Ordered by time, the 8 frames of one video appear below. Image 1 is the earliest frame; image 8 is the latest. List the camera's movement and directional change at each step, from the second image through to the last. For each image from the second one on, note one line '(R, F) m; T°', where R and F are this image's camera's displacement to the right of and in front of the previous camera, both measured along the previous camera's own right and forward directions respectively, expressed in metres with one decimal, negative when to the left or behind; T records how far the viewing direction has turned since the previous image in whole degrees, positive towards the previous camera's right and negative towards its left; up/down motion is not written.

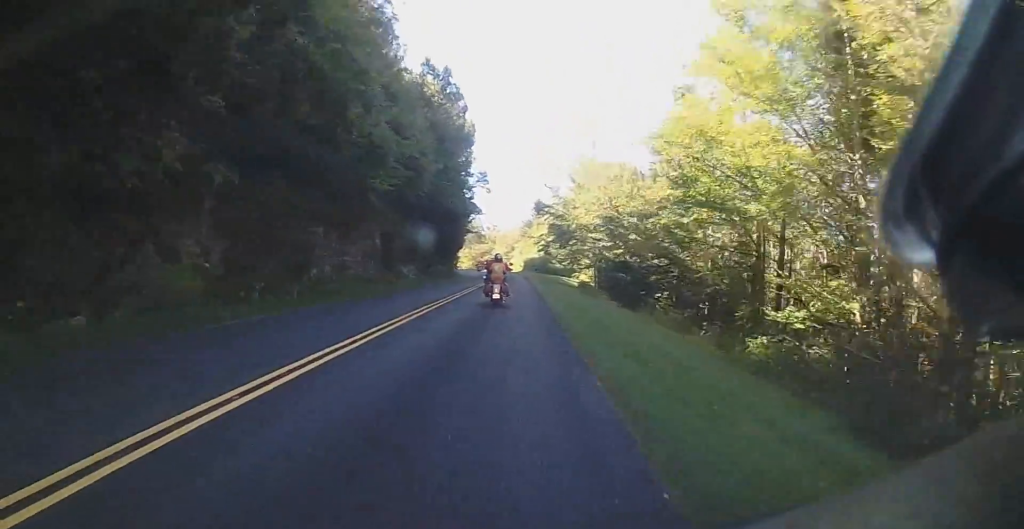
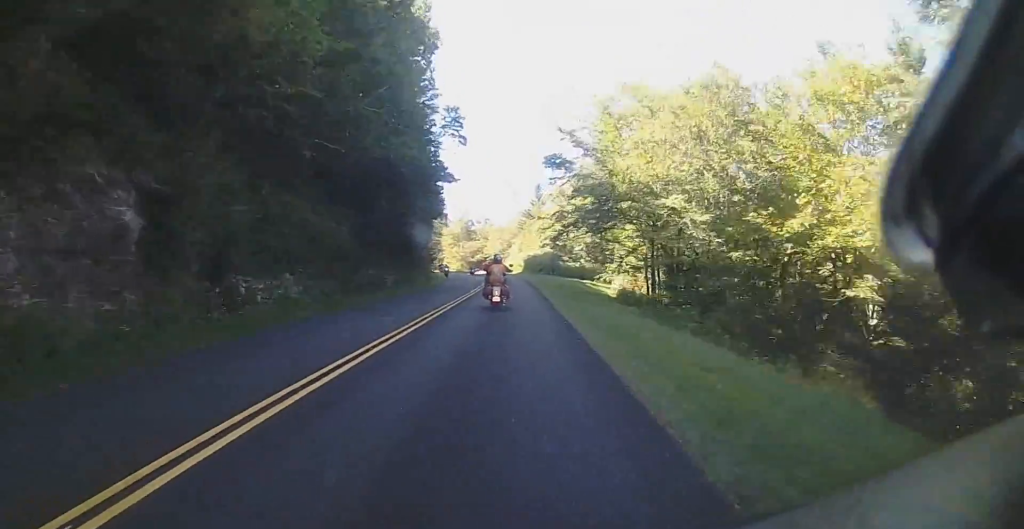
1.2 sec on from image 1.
(-0.1, +20.9) m; 0°
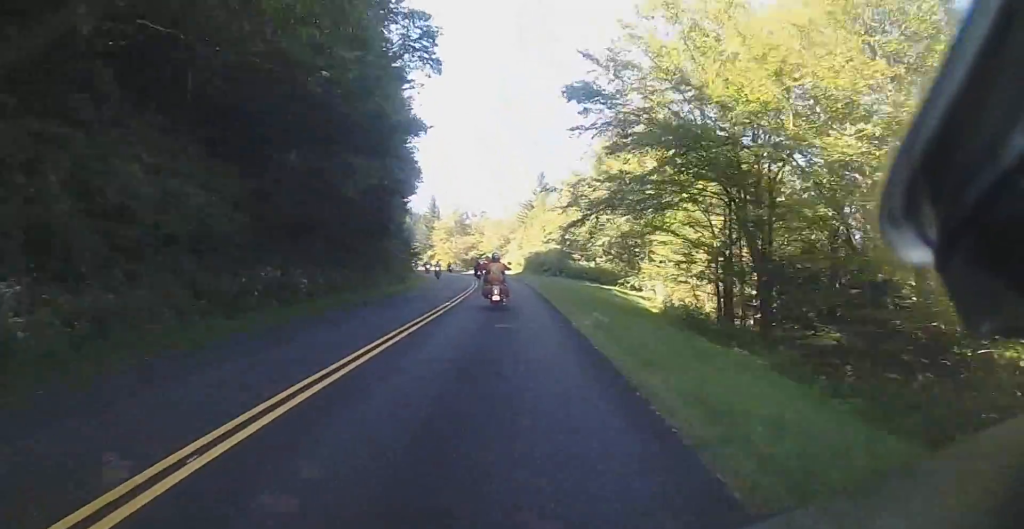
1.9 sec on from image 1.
(0.0, +11.4) m; 0°
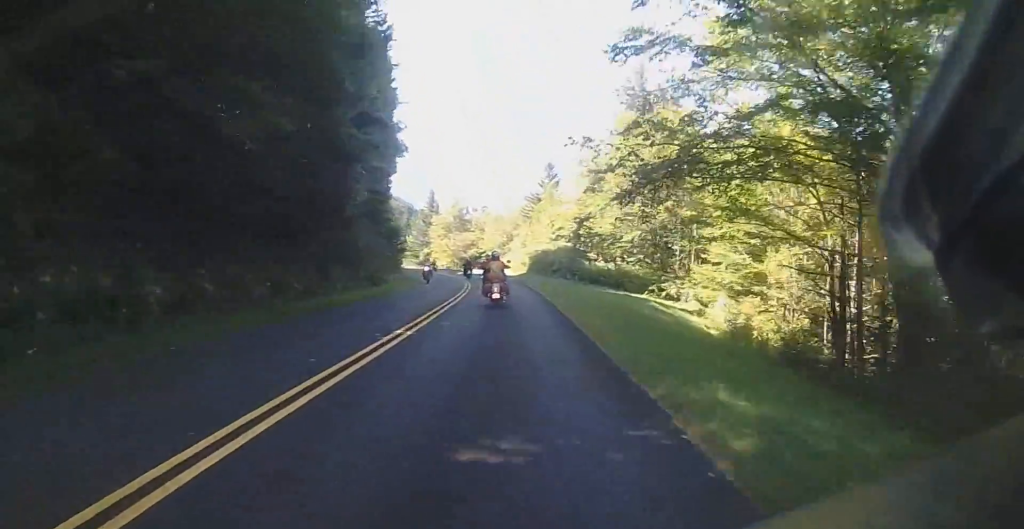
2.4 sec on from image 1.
(0.0, +8.0) m; 0°
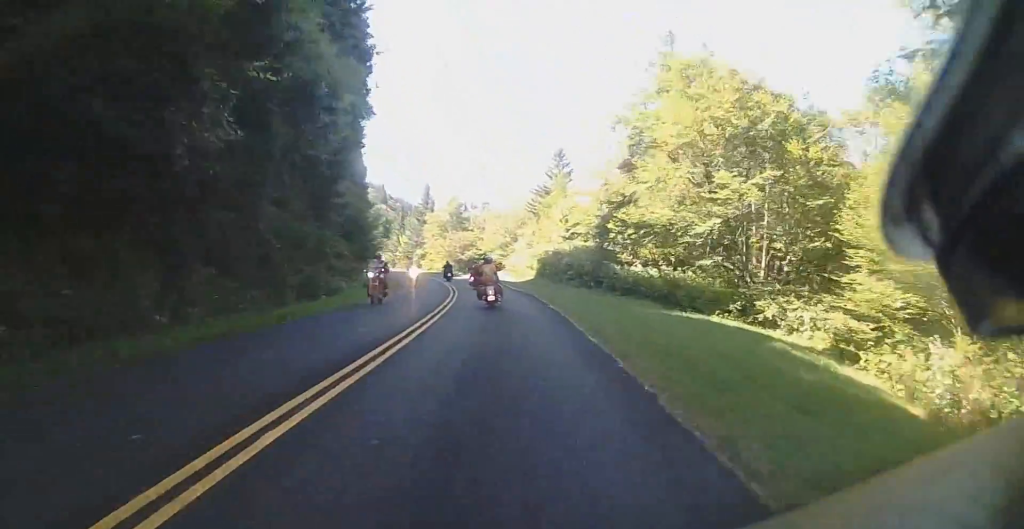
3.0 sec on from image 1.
(0.0, +10.9) m; 0°
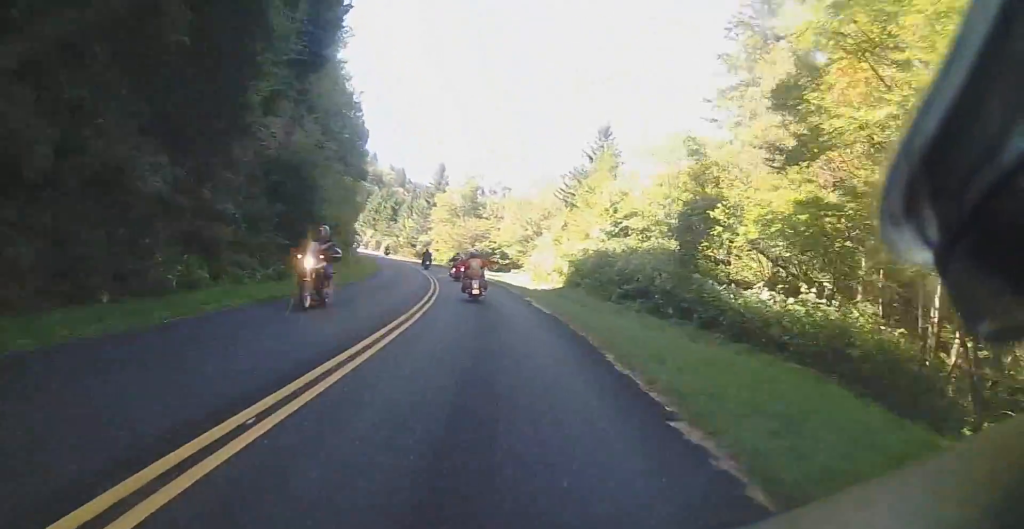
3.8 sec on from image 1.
(0.0, +13.8) m; -1°
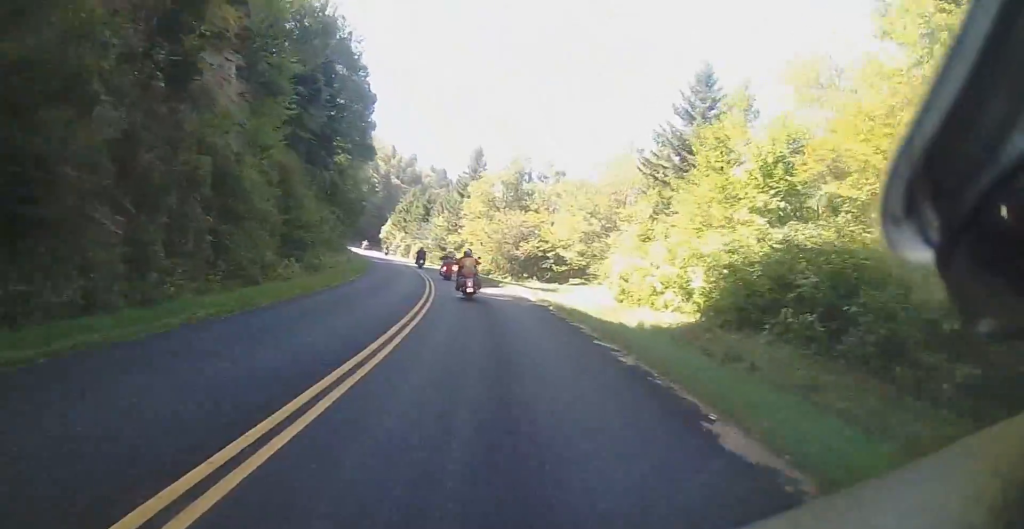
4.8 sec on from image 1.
(-0.3, +17.6) m; -2°
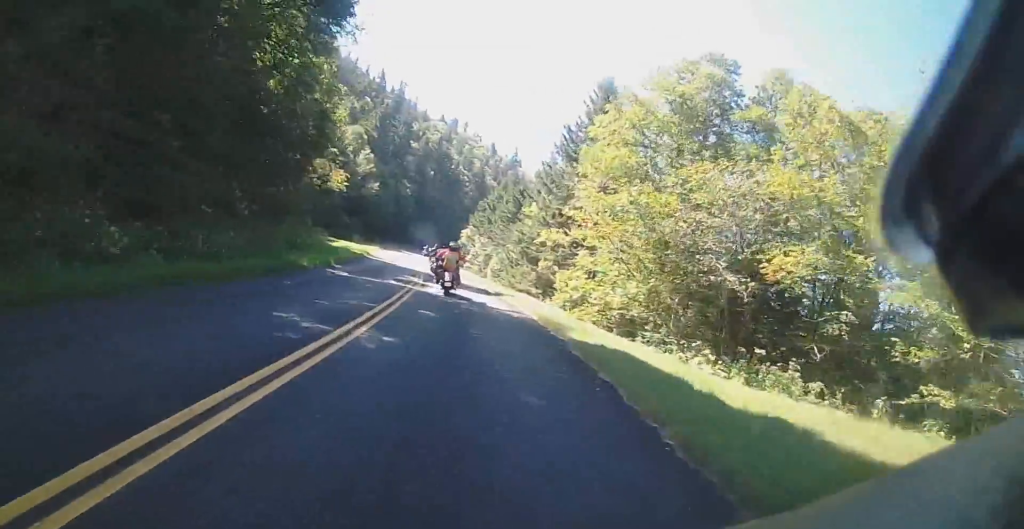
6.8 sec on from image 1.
(-2.2, +32.1) m; -11°
